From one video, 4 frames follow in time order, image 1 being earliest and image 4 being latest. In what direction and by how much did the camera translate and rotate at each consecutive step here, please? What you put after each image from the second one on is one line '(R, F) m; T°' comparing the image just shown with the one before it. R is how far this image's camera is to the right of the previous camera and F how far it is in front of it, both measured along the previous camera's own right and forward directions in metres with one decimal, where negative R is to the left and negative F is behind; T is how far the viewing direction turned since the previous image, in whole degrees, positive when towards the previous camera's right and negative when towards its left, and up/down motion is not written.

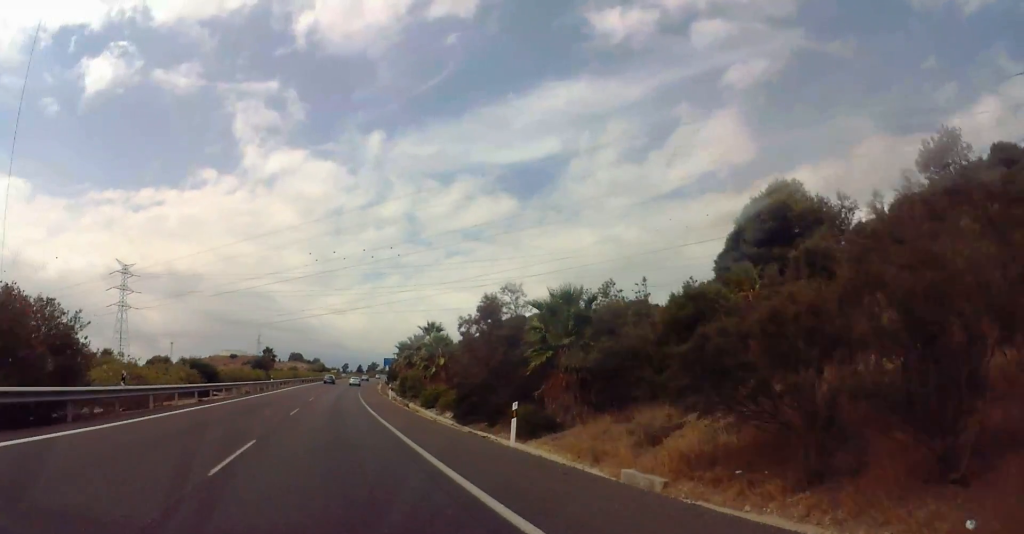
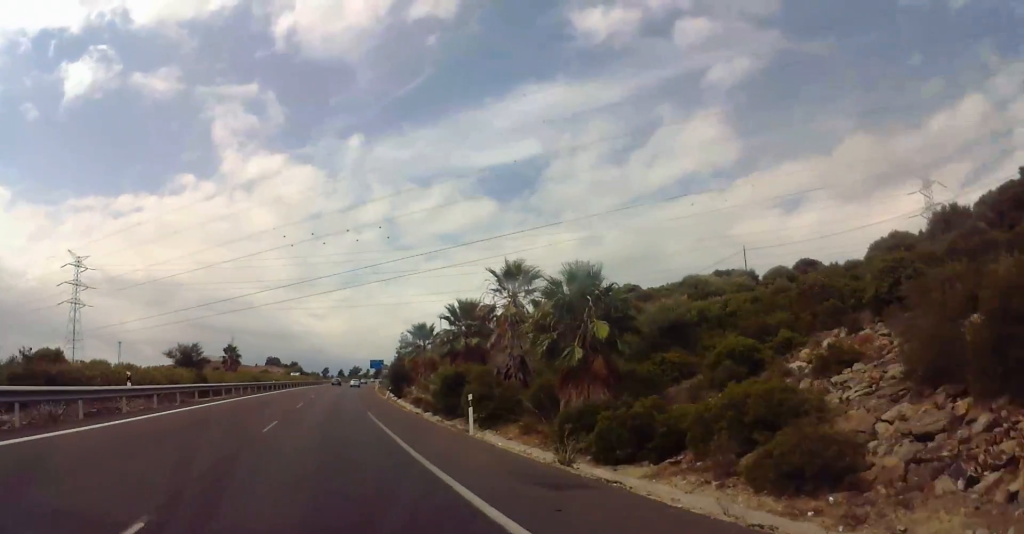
(0.0, +42.3) m; +1°
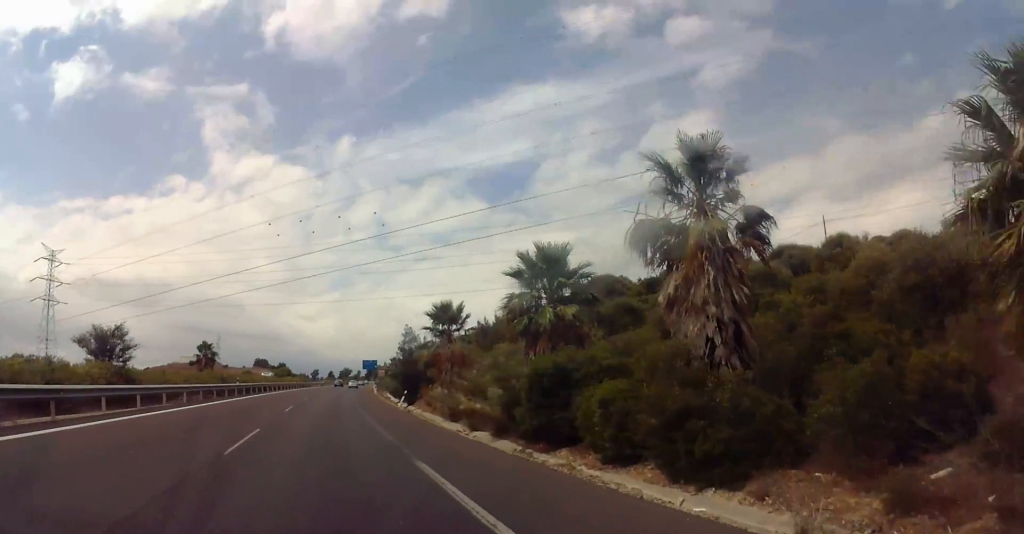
(+0.3, +21.6) m; +2°
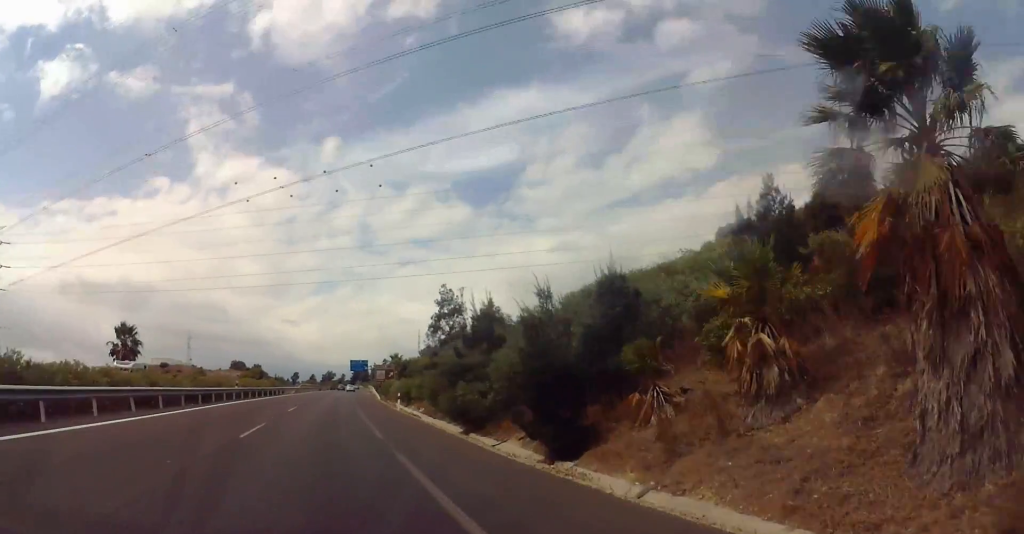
(+2.2, +46.3) m; +4°
